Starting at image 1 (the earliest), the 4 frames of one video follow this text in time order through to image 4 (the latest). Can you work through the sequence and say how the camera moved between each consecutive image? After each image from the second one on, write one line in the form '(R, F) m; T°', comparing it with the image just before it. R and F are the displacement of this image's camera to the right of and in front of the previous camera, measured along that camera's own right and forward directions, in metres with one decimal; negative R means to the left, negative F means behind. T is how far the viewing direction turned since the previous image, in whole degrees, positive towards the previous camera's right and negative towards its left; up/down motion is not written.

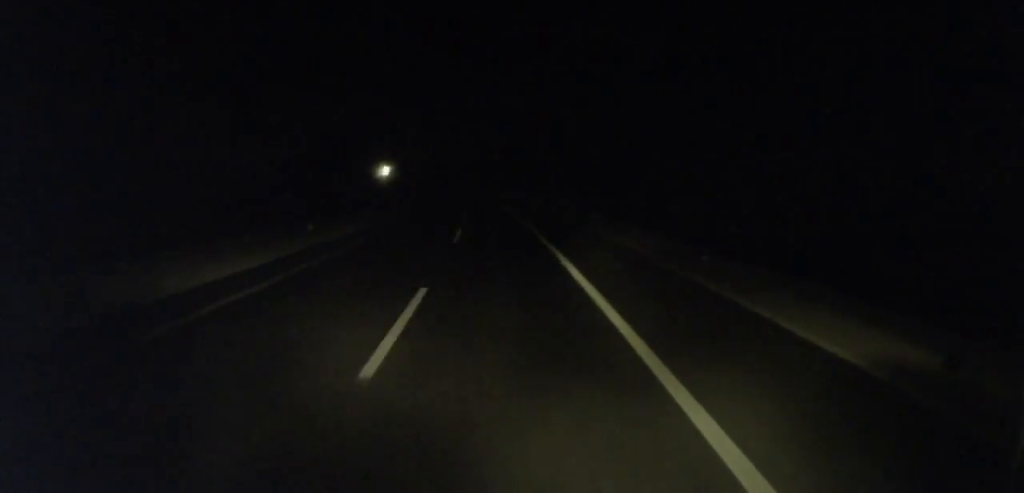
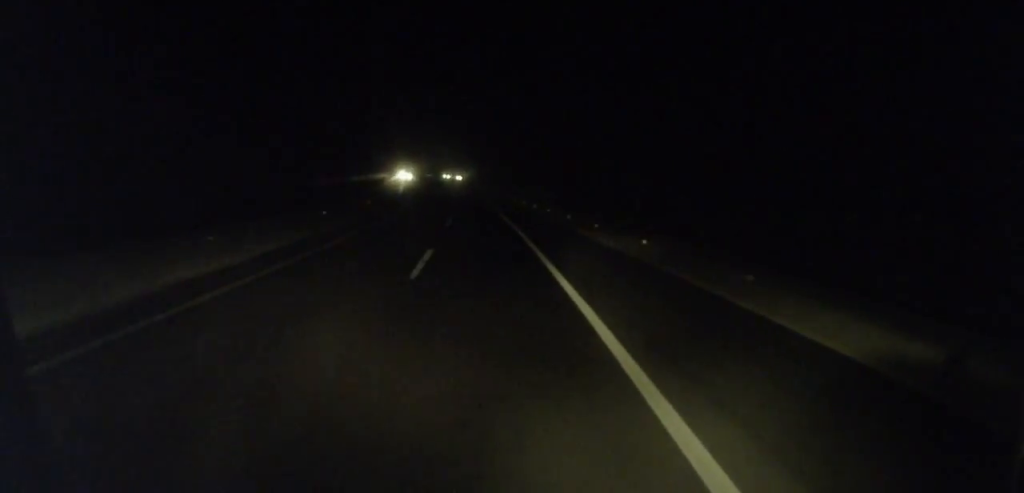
(-4.0, +129.3) m; -4°
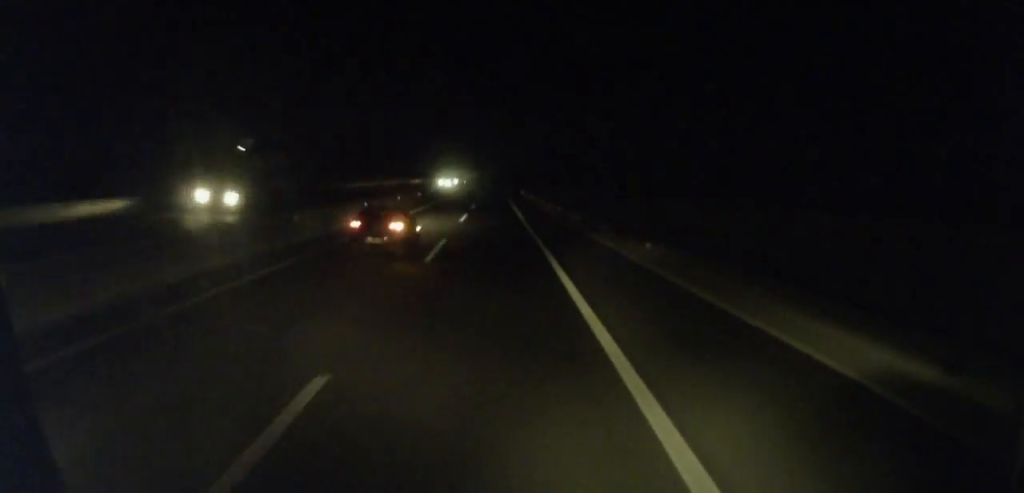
(-1.6, +65.8) m; -1°
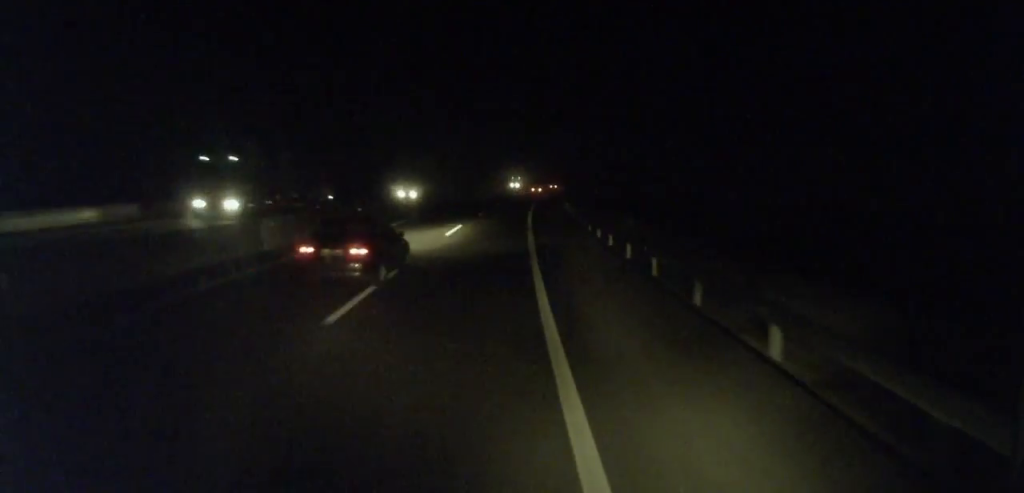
(-1.2, +227.6) m; +4°
